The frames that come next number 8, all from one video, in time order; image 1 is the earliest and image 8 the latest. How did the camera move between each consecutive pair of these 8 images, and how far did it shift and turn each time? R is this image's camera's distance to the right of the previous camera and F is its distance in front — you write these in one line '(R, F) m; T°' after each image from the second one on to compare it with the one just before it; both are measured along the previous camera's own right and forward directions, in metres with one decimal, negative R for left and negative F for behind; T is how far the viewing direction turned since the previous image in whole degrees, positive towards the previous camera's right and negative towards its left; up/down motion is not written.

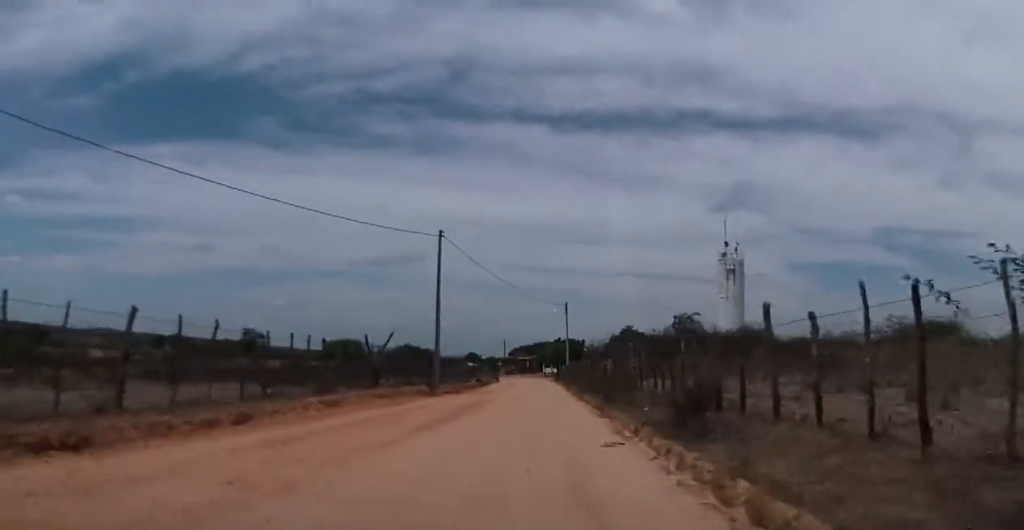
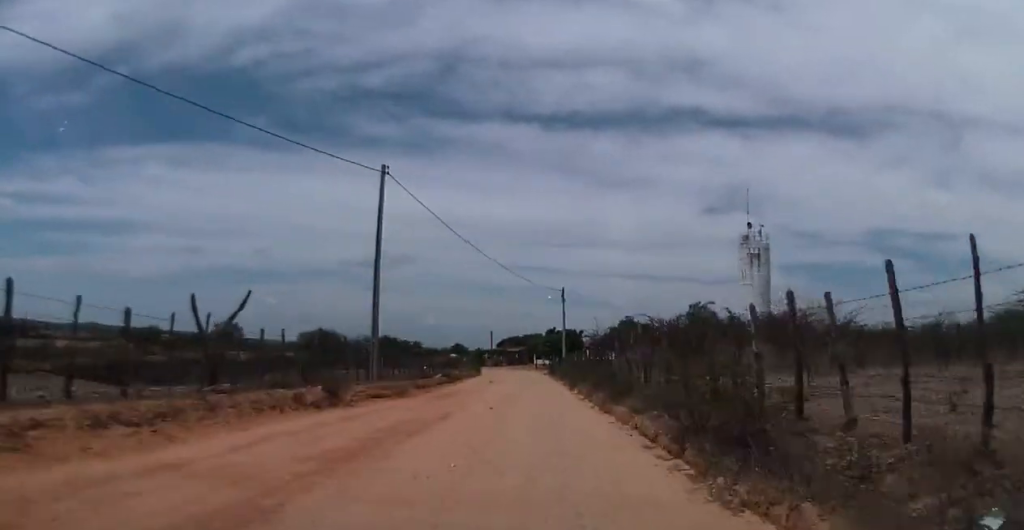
(+0.7, +14.2) m; +3°
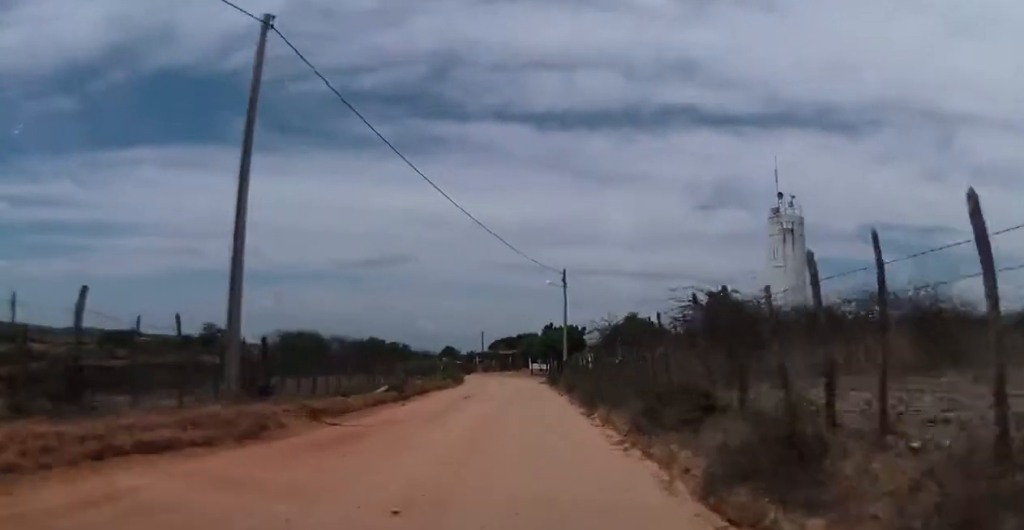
(0.0, +12.5) m; -2°
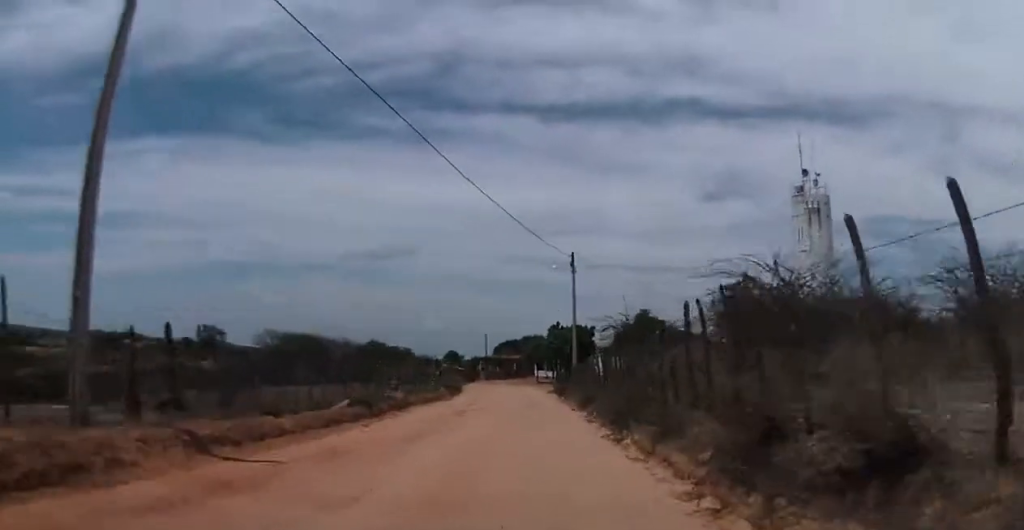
(0.0, +5.3) m; -1°
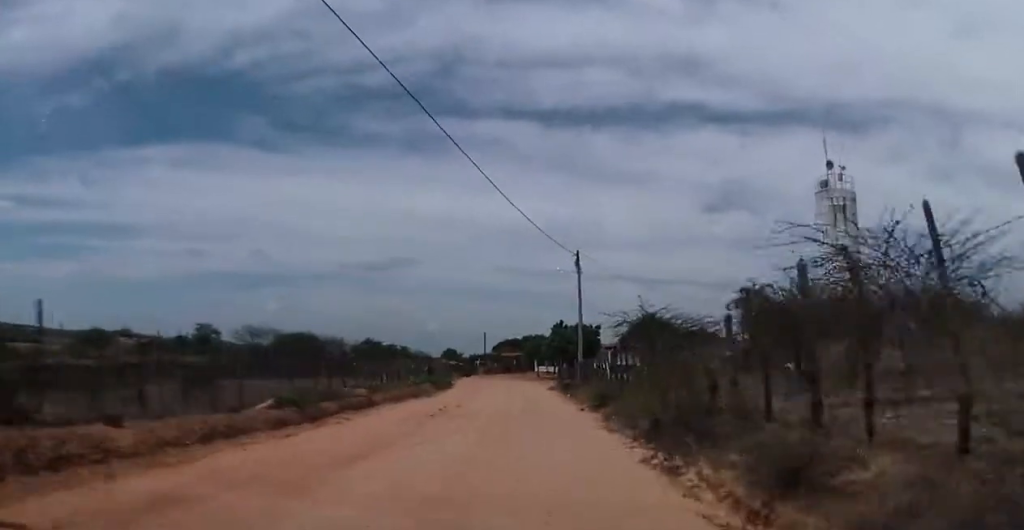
(-0.3, +5.1) m; 0°
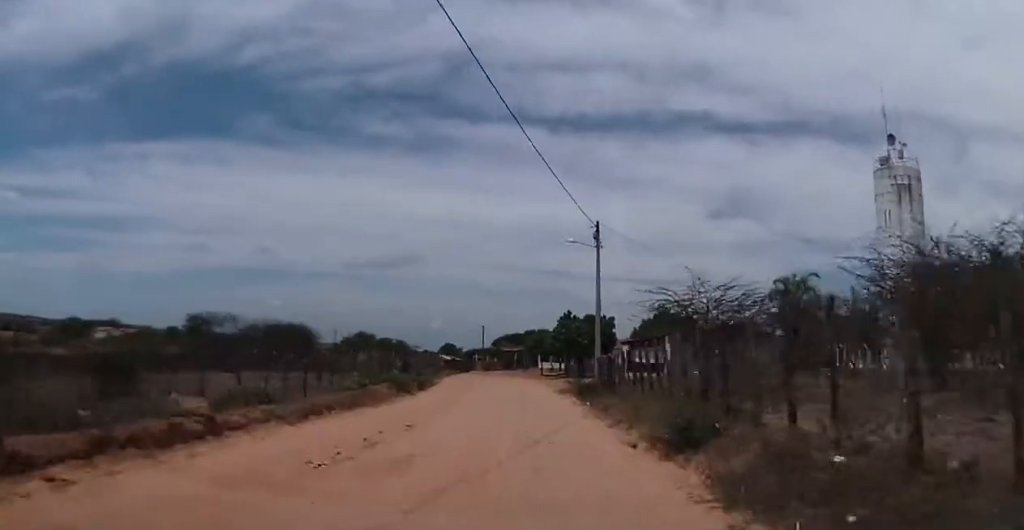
(+0.2, +9.1) m; +3°
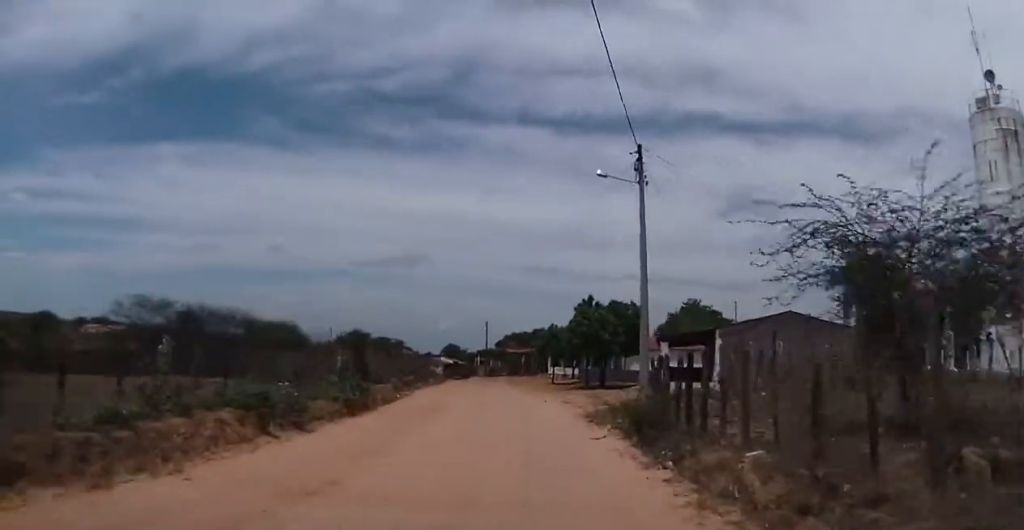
(0.0, +10.9) m; -3°
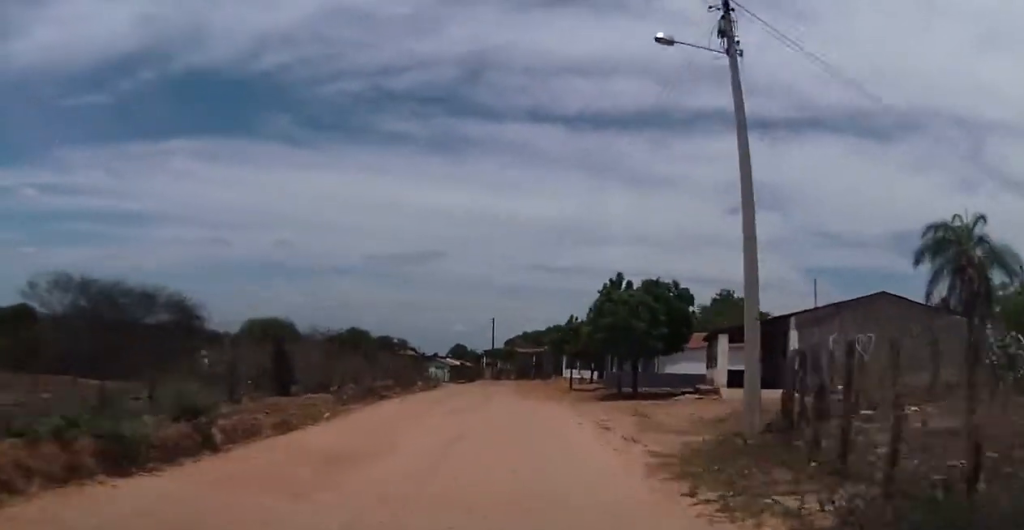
(-0.5, +9.2) m; -3°
